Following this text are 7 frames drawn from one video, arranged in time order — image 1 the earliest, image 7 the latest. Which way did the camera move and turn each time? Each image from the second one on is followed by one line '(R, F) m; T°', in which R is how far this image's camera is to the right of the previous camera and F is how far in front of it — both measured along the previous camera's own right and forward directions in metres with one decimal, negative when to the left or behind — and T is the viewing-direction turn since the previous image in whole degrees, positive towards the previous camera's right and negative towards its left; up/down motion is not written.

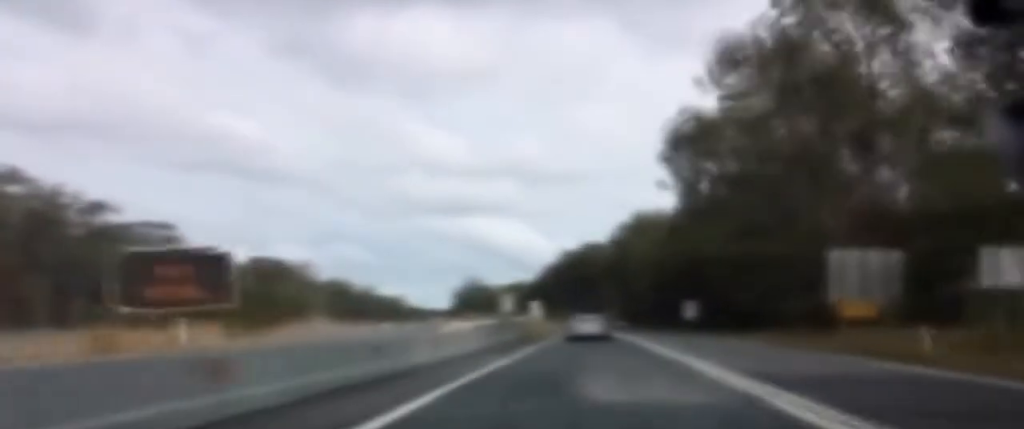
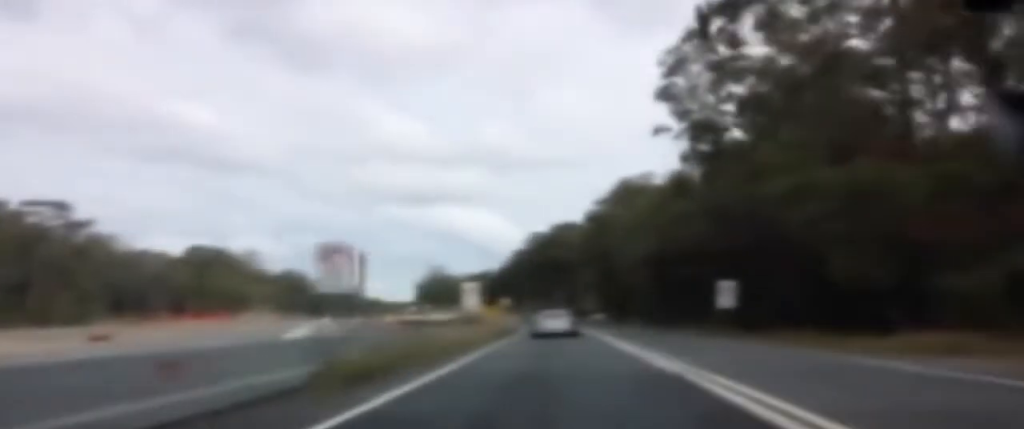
(+0.2, +35.6) m; 0°
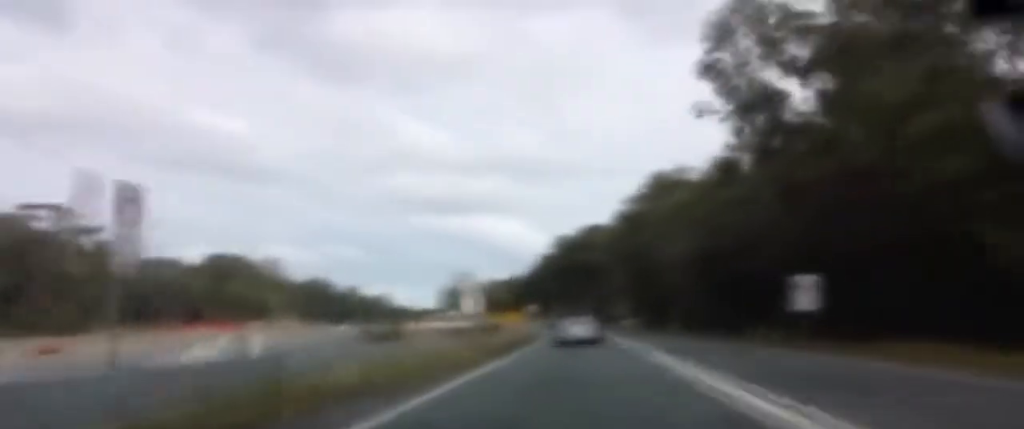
(0.0, +15.4) m; 0°
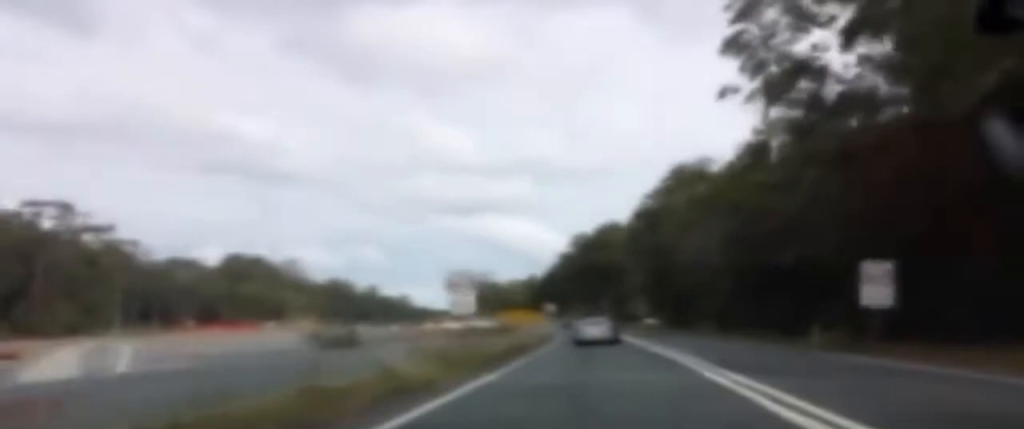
(0.0, +9.8) m; 0°
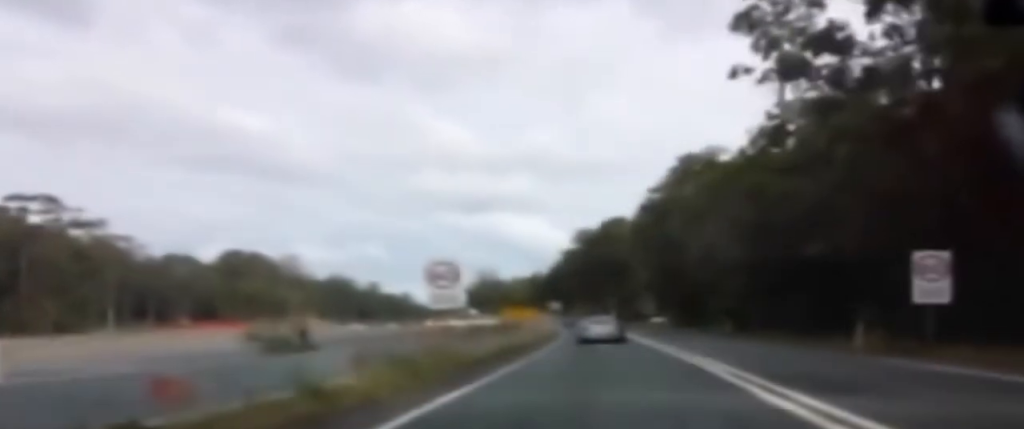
(0.0, +11.6) m; -1°
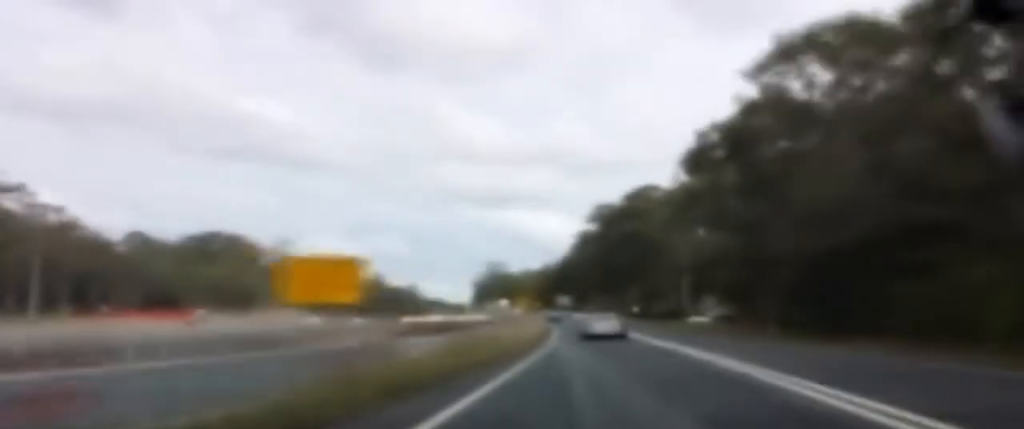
(-1.0, +38.8) m; -2°
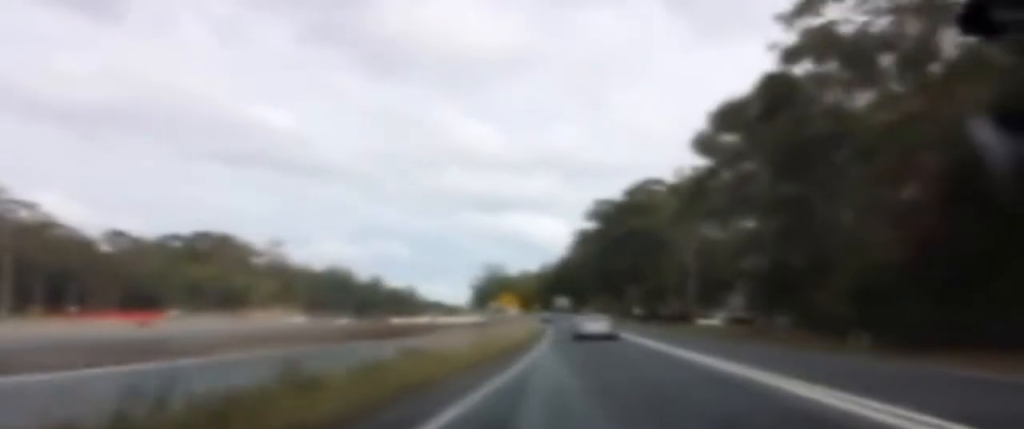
(0.0, +14.3) m; 0°
